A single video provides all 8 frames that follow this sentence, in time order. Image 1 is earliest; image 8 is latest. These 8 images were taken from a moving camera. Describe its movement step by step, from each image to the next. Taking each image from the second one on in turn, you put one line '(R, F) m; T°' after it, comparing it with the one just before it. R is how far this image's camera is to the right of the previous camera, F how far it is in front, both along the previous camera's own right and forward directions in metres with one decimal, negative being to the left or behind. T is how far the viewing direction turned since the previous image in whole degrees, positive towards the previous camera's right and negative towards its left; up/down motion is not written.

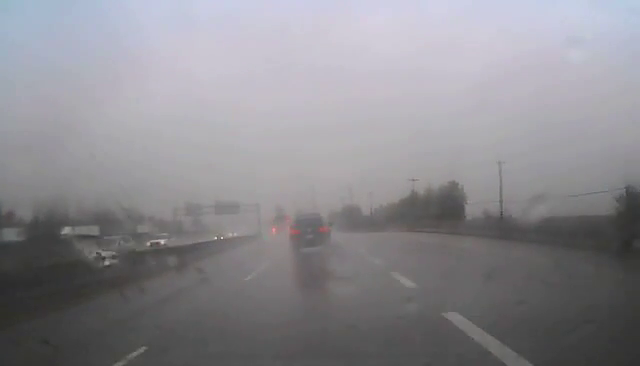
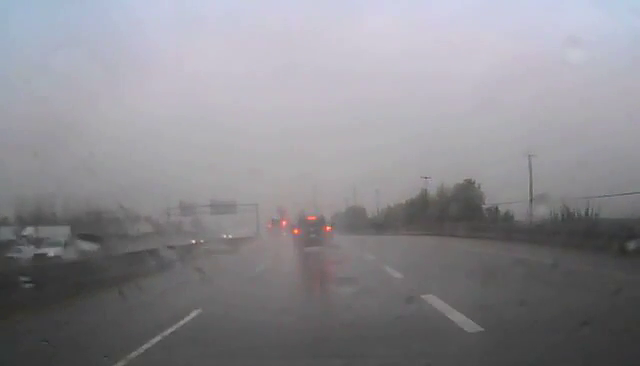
(+0.2, +10.7) m; 0°
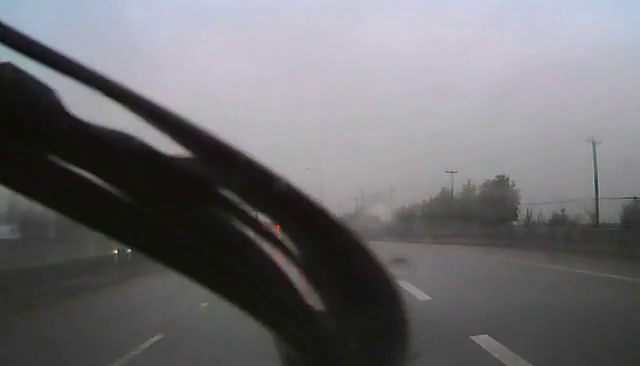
(-0.3, +15.7) m; -1°
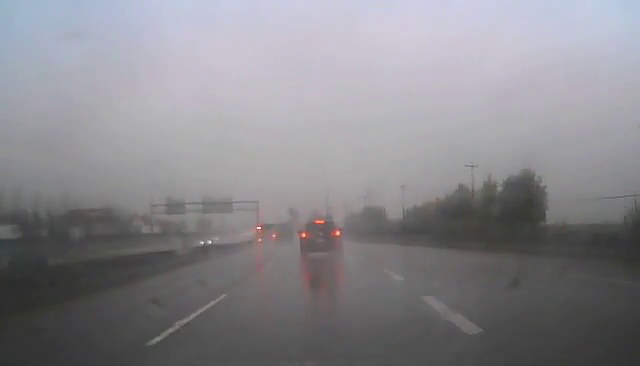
(0.0, +9.0) m; 0°
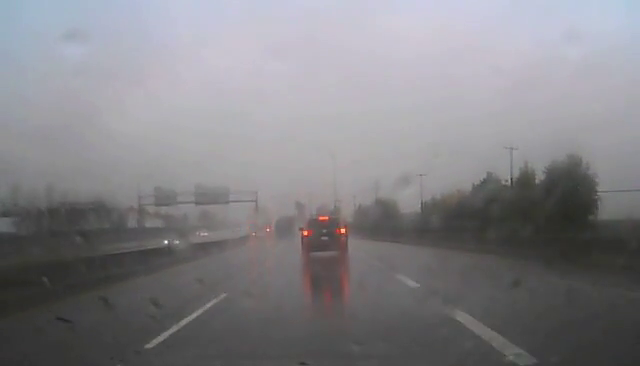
(0.0, +14.0) m; 0°
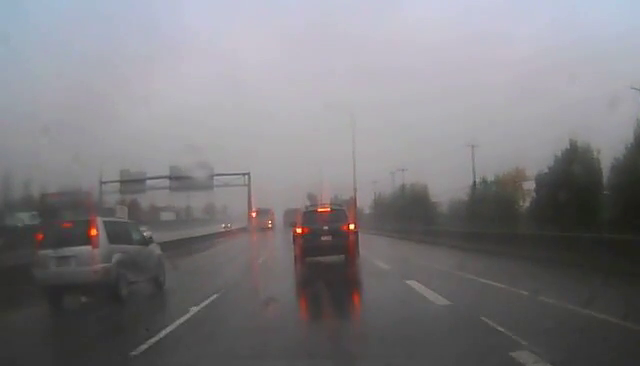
(-0.5, +32.2) m; -2°
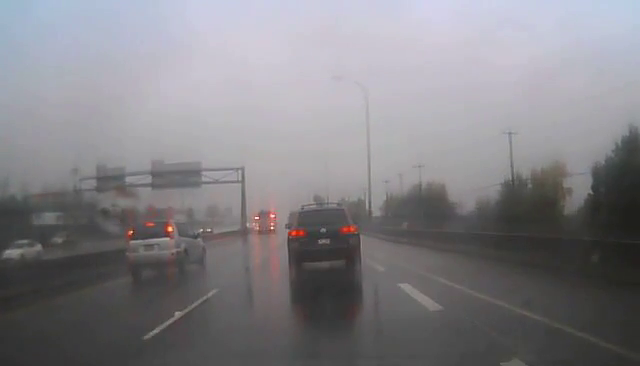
(-0.2, +17.2) m; -1°
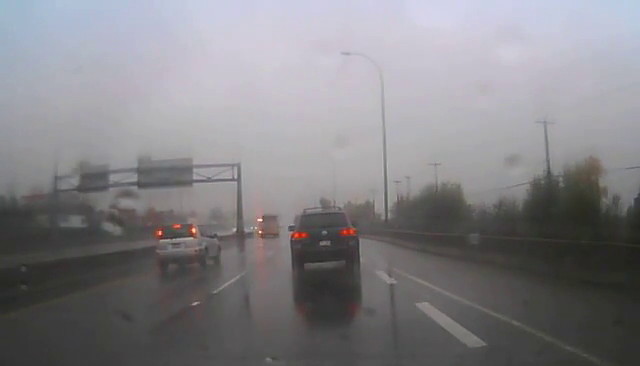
(0.0, +12.1) m; -1°
